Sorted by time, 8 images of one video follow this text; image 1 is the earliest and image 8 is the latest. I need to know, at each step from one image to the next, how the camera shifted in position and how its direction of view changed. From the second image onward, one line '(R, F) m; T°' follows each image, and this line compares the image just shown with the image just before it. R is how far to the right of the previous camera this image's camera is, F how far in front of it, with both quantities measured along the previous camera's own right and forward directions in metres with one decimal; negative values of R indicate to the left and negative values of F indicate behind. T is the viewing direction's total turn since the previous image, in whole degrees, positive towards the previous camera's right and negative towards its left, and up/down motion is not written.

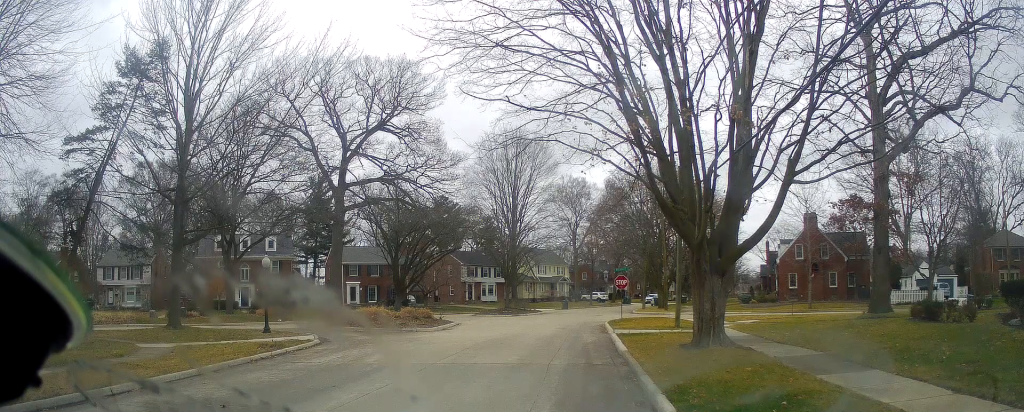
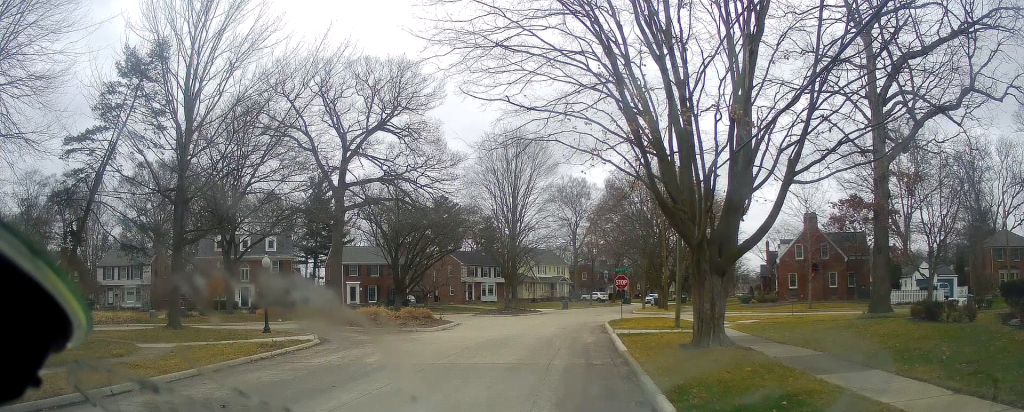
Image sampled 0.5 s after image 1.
(0.0, 0.0) m; 0°
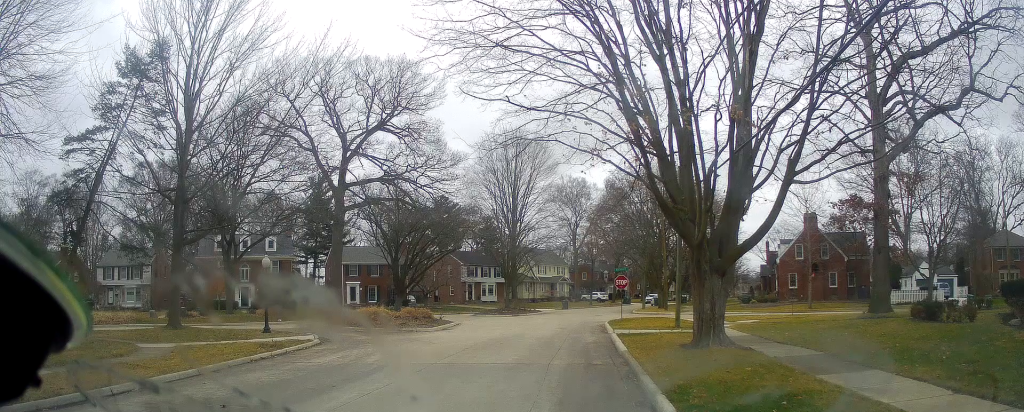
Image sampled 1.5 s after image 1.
(0.0, 0.0) m; 0°
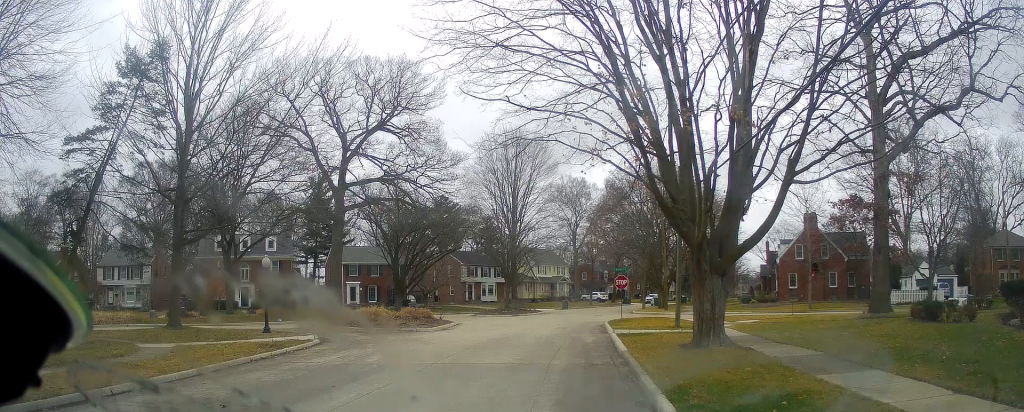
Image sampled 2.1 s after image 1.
(0.0, 0.0) m; 0°
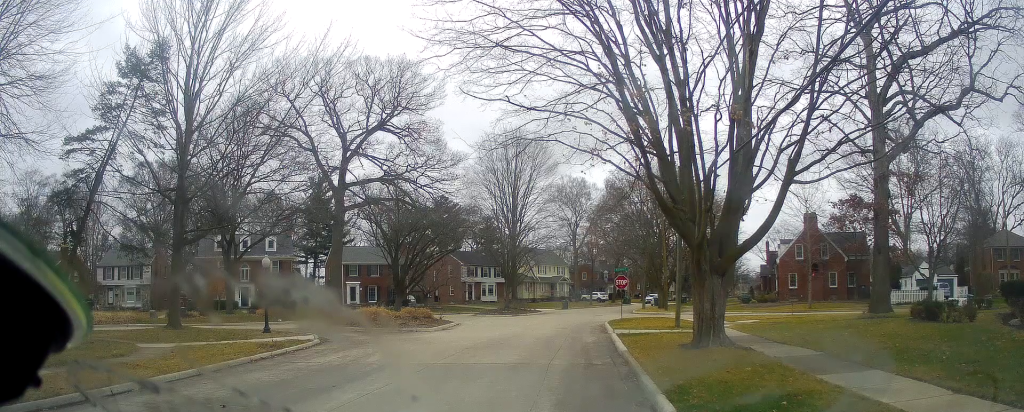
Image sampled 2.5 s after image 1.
(0.0, 0.0) m; 0°
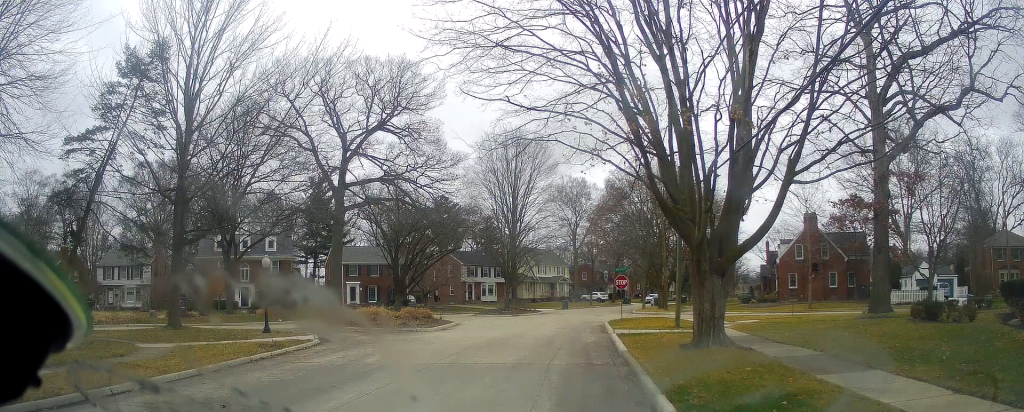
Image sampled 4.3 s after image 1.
(0.0, 0.0) m; 0°
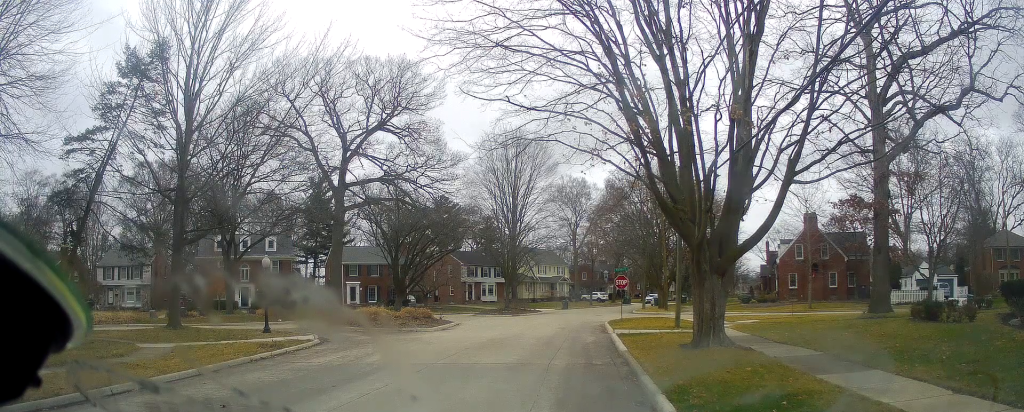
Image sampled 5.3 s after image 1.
(0.0, 0.0) m; 0°
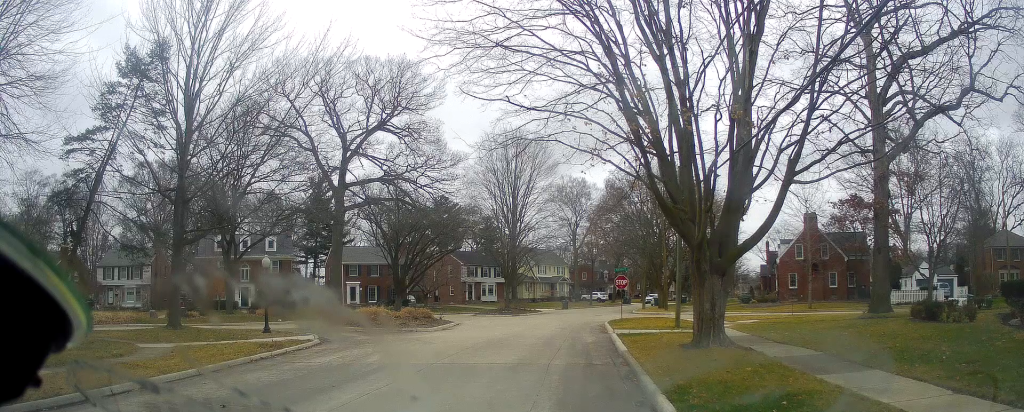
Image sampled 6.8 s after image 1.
(0.0, 0.0) m; 0°
